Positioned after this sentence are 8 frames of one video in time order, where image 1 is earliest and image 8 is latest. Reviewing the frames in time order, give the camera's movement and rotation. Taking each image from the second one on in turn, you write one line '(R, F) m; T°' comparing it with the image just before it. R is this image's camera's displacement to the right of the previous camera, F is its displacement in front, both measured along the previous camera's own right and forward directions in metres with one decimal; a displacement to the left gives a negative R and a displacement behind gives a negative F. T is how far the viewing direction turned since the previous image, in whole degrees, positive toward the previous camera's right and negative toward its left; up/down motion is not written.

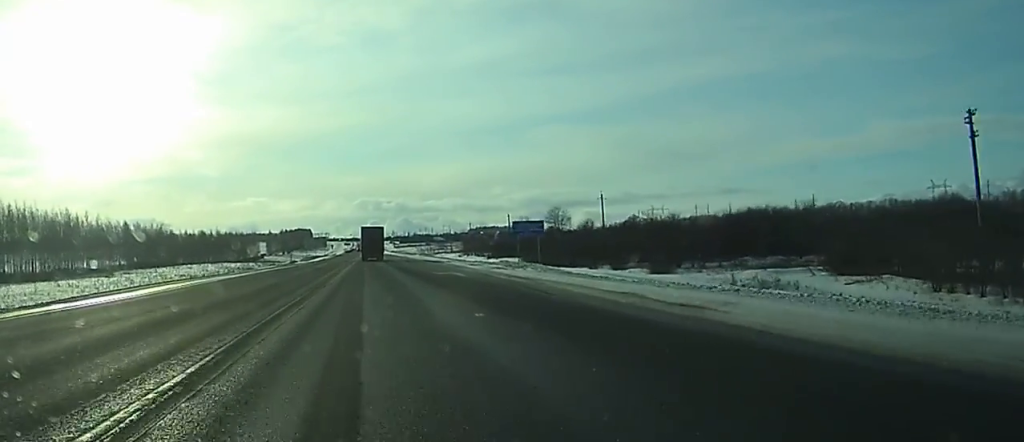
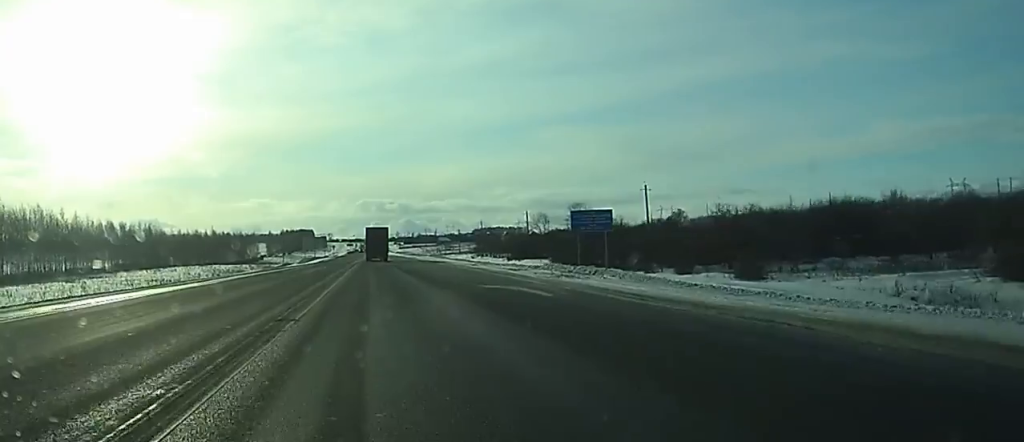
(-0.2, +17.7) m; -1°
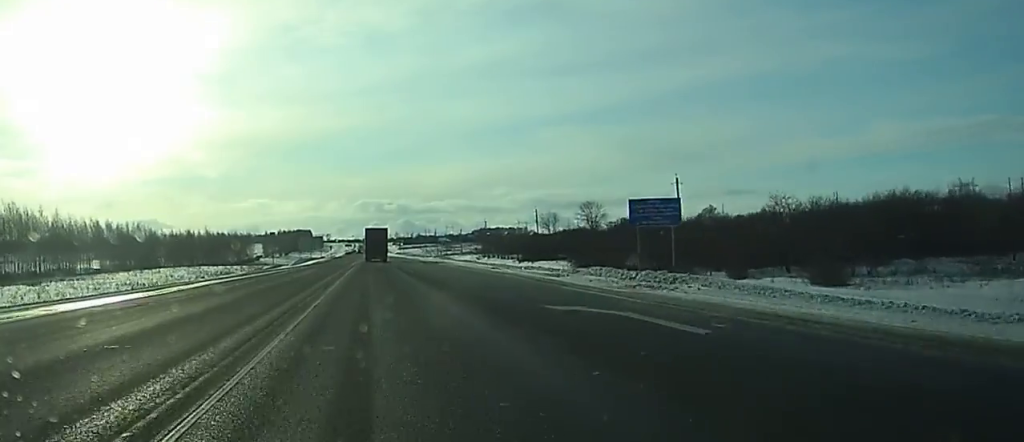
(0.0, +11.0) m; 0°
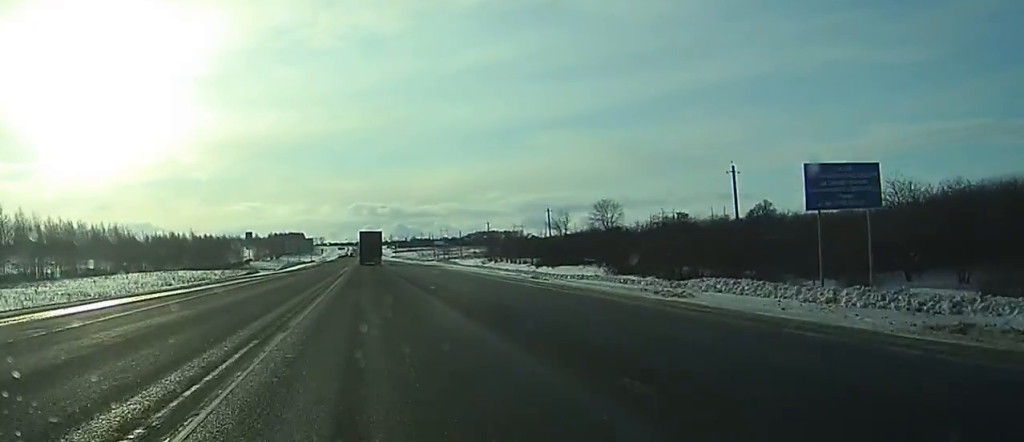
(0.0, +16.1) m; 0°
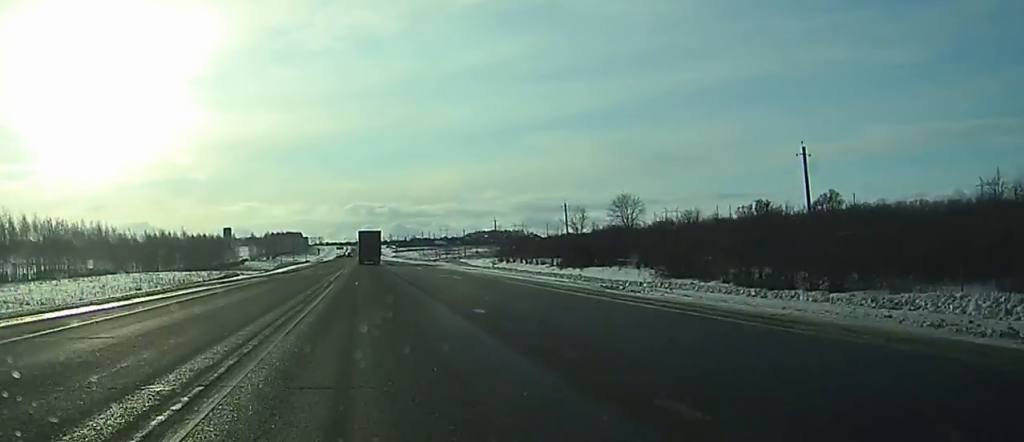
(0.0, +13.2) m; 0°
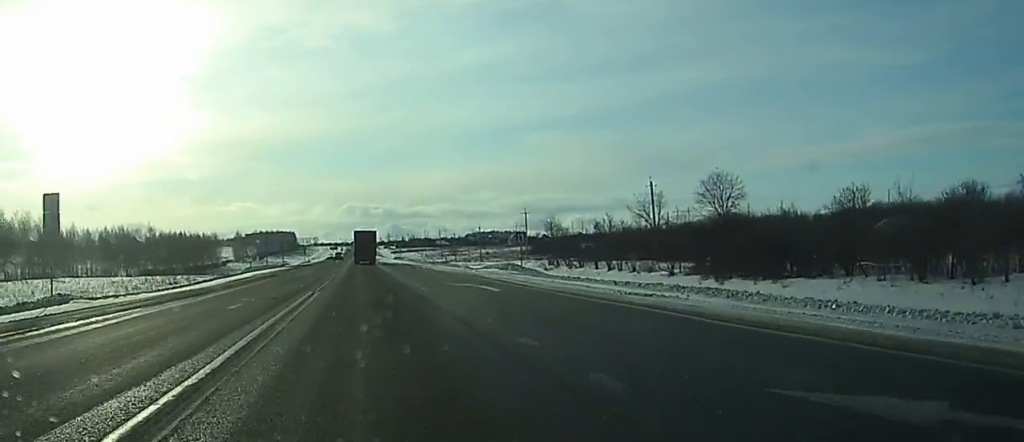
(+0.2, +41.4) m; +1°
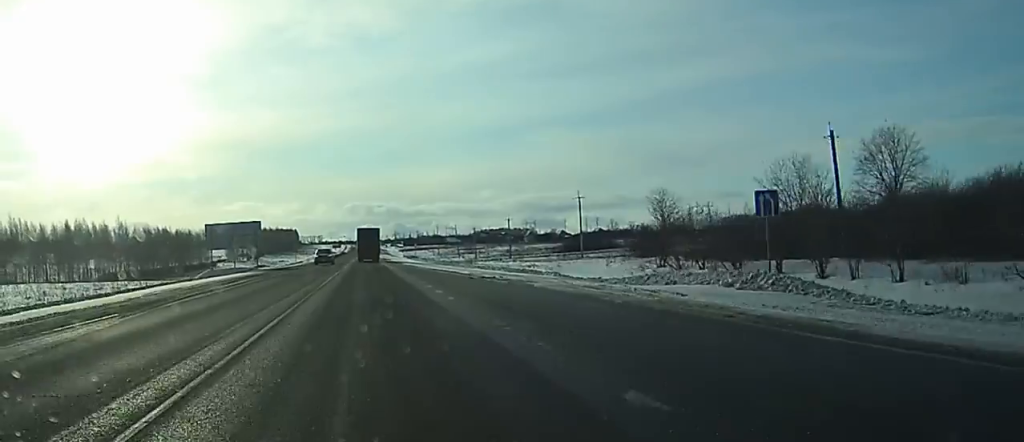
(+0.3, +36.1) m; +1°
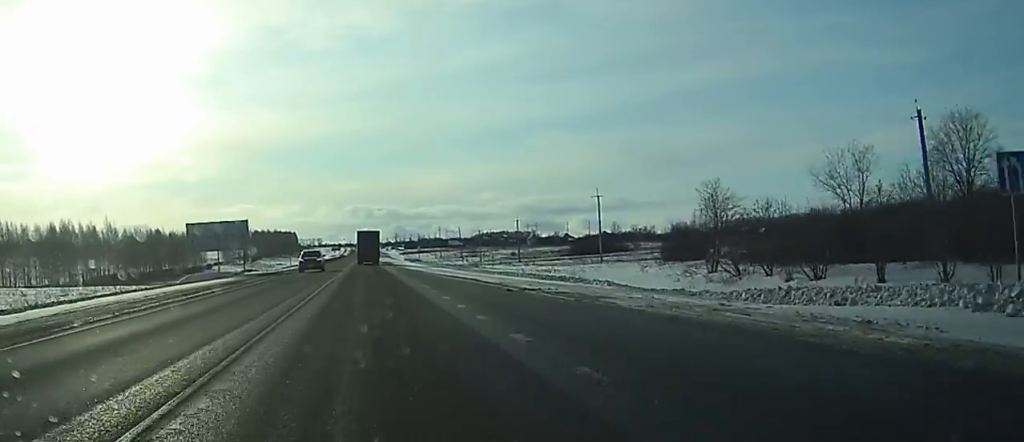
(0.0, +9.9) m; 0°
